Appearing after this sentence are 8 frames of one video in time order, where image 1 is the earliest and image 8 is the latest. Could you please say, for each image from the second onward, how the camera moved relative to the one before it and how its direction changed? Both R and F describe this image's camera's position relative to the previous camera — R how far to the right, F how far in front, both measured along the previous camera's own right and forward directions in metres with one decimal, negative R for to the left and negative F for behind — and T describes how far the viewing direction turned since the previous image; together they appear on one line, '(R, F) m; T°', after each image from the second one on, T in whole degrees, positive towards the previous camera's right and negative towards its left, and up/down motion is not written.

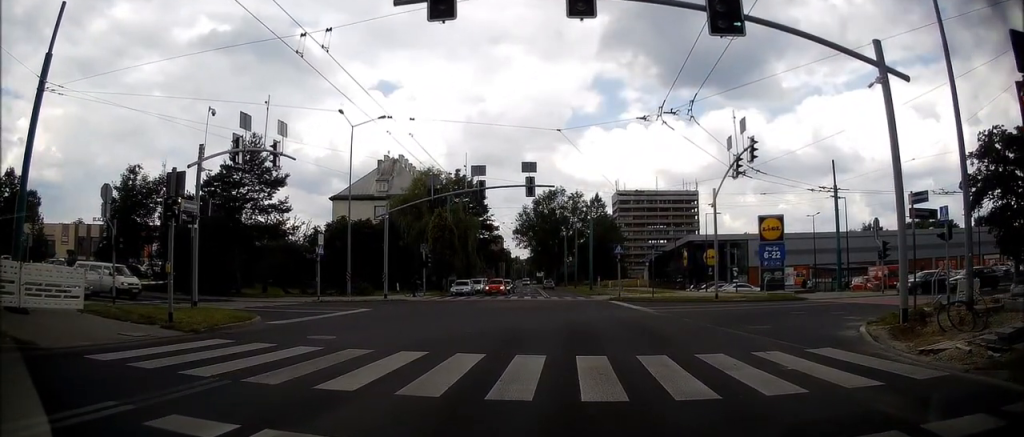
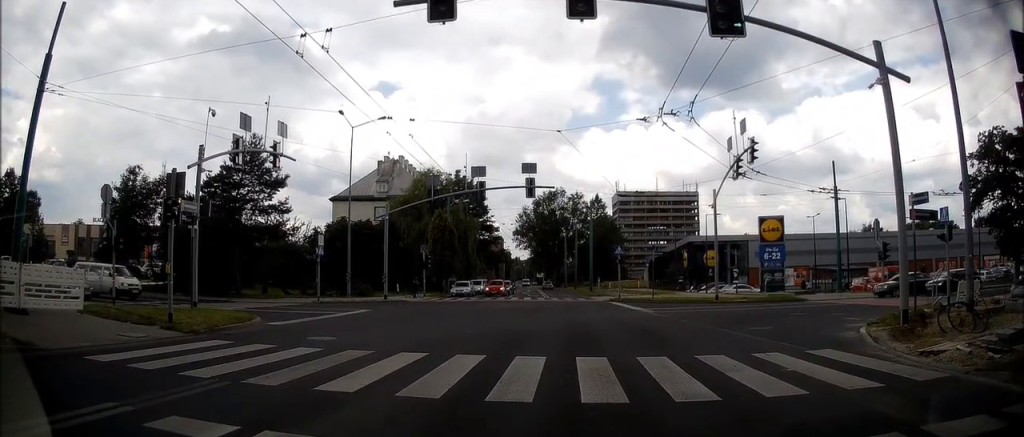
(+0.1, 0.0) m; 0°
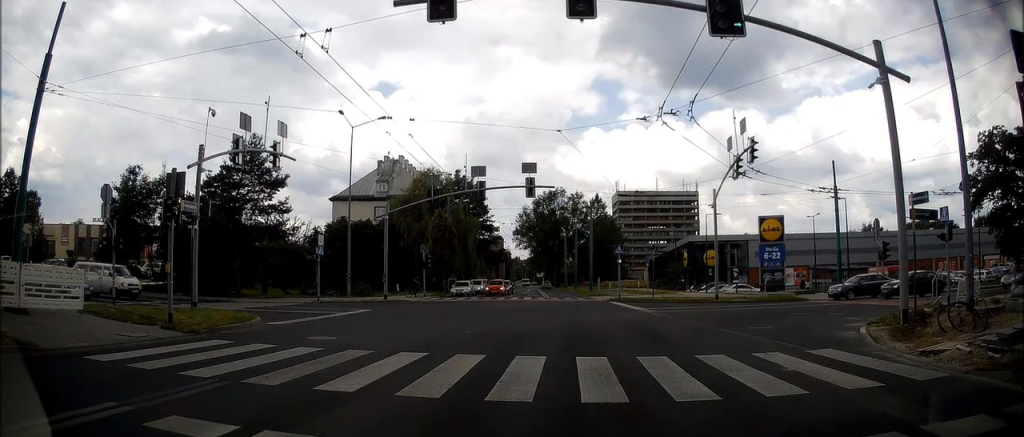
(+0.1, 0.0) m; 0°
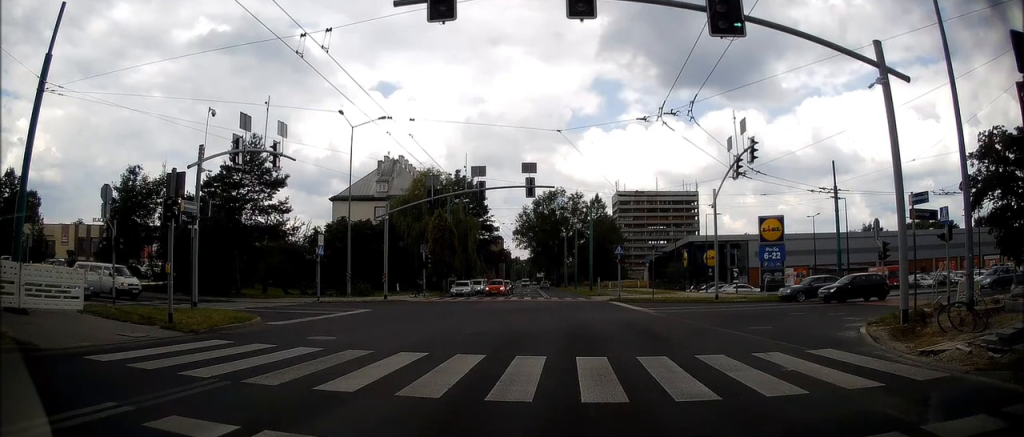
(0.0, 0.0) m; 0°
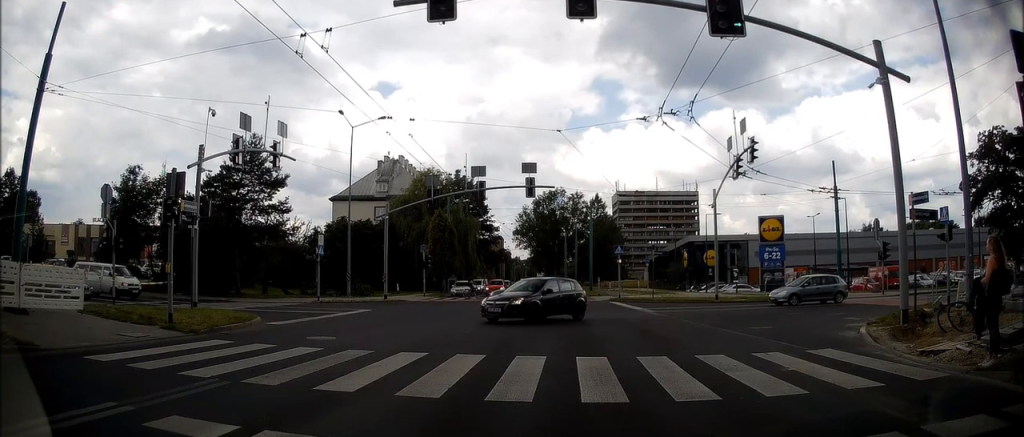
(0.0, 0.0) m; 0°
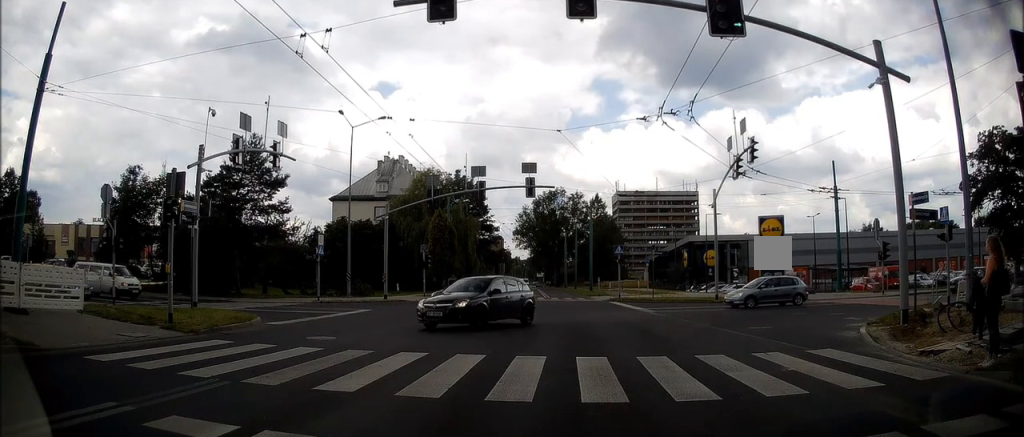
(0.0, 0.0) m; 0°
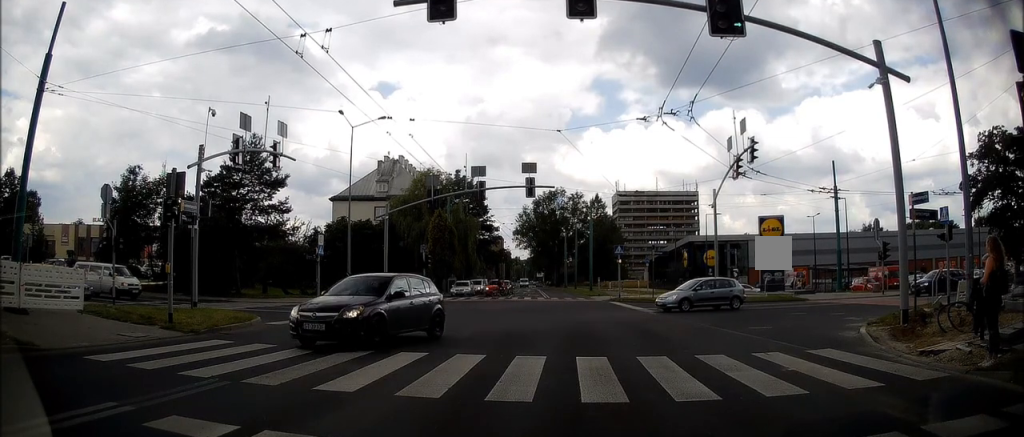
(0.0, 0.0) m; 0°
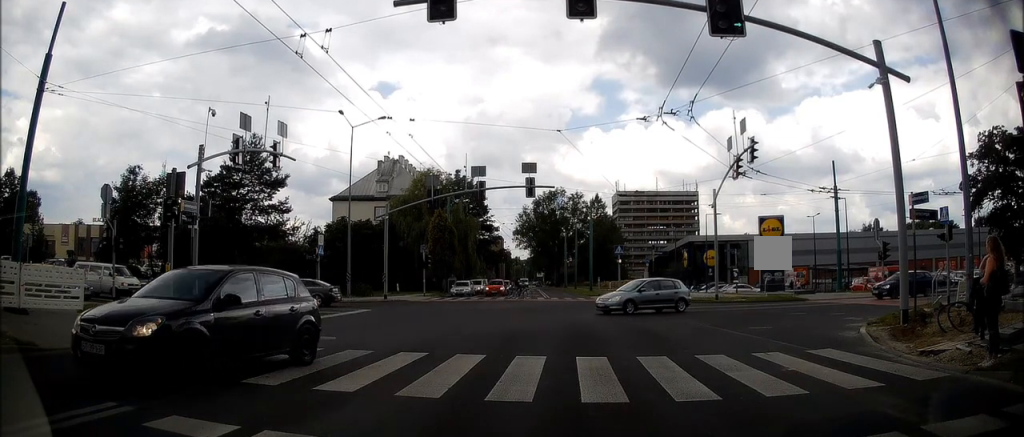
(0.0, 0.0) m; 0°
